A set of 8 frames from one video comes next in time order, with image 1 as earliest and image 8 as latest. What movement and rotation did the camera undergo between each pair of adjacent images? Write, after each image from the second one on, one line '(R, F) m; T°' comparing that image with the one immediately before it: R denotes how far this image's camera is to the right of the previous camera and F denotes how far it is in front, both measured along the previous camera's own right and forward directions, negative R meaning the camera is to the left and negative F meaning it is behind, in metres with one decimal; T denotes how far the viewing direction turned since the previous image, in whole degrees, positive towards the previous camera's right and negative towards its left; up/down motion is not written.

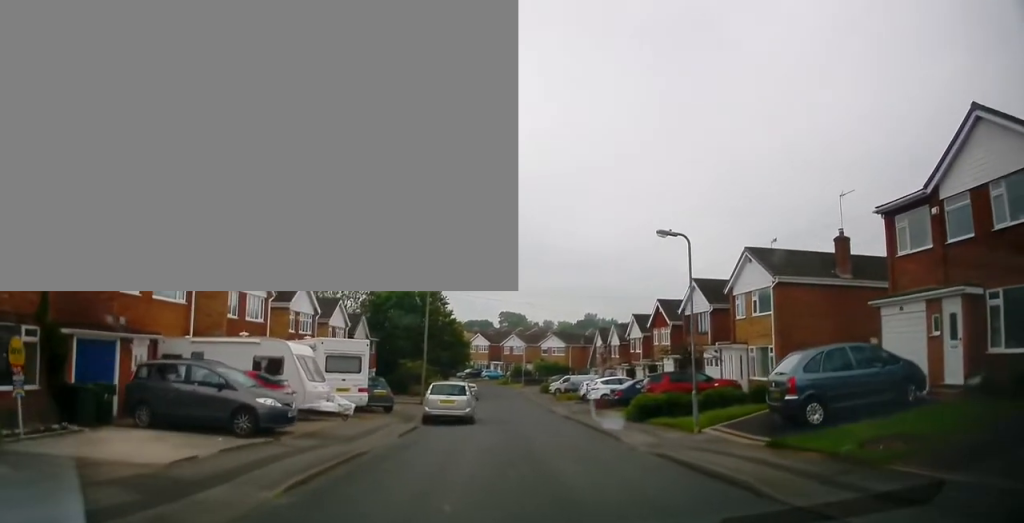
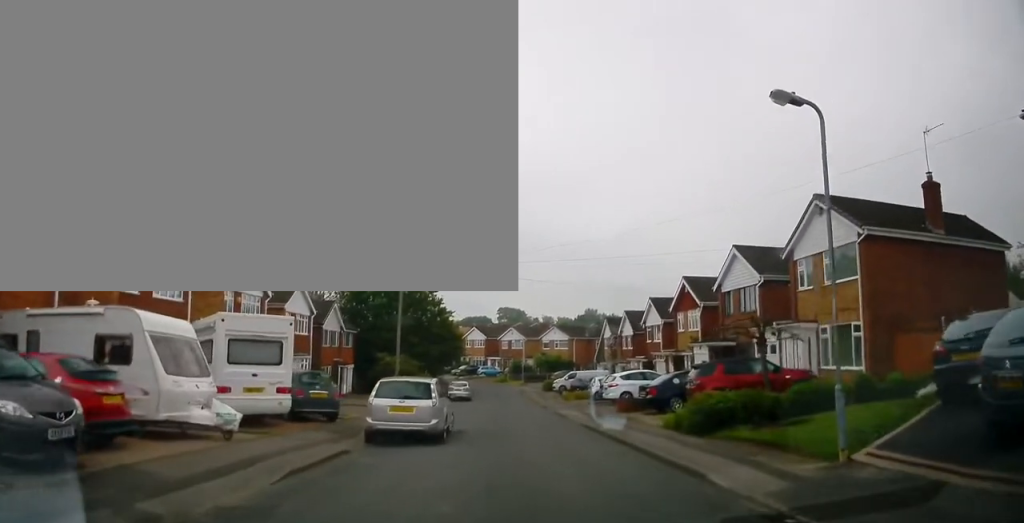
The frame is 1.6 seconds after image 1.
(+0.1, +7.4) m; -1°
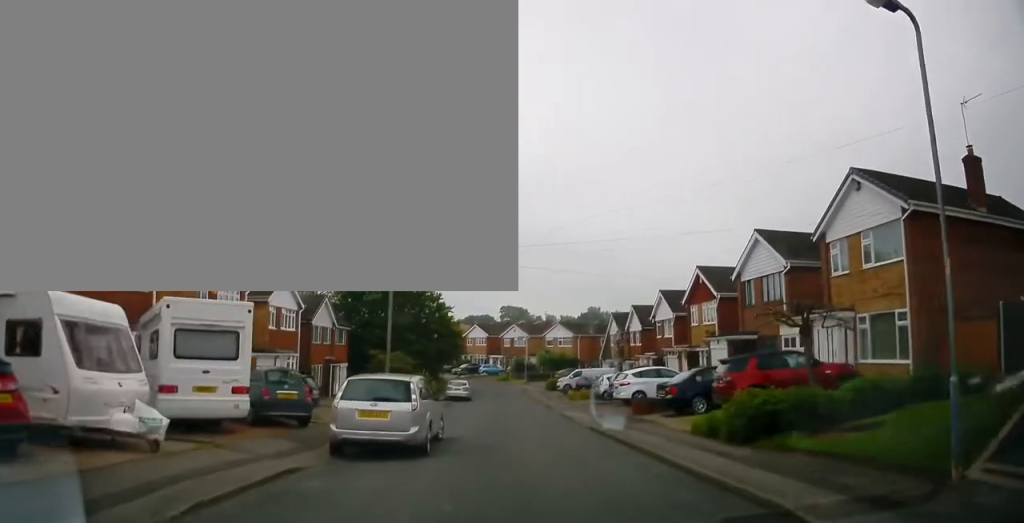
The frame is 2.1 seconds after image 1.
(-0.1, +2.5) m; -1°
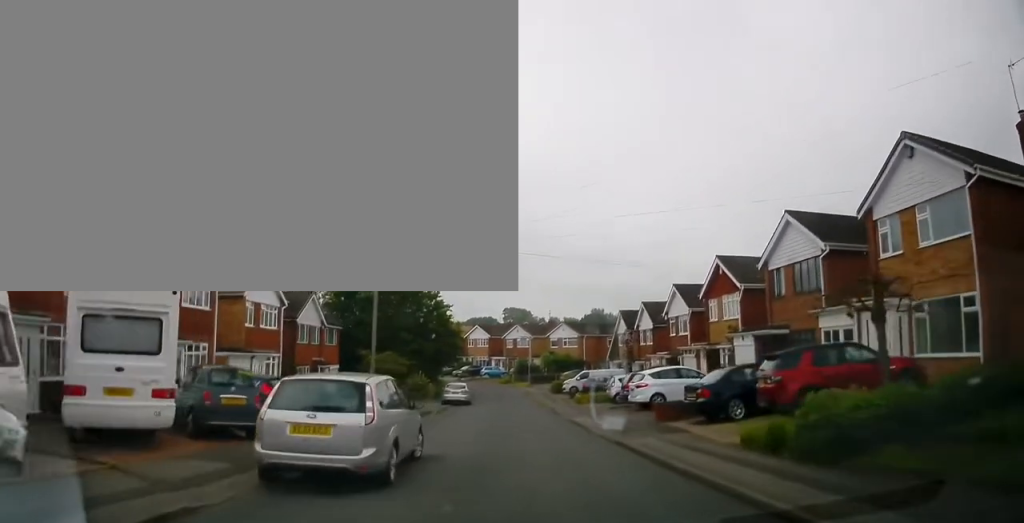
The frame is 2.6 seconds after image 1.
(+0.1, +3.1) m; 0°
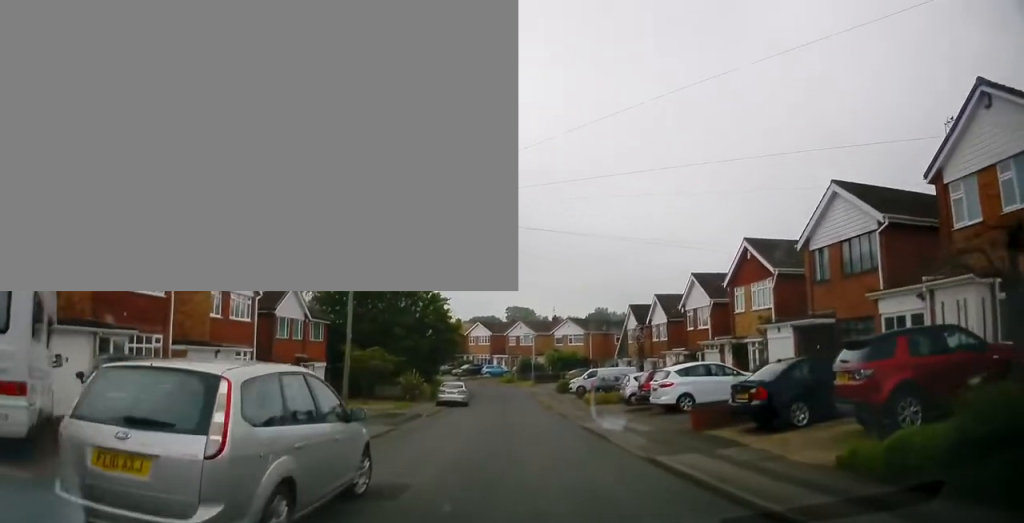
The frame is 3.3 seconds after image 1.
(+0.1, +3.6) m; 0°
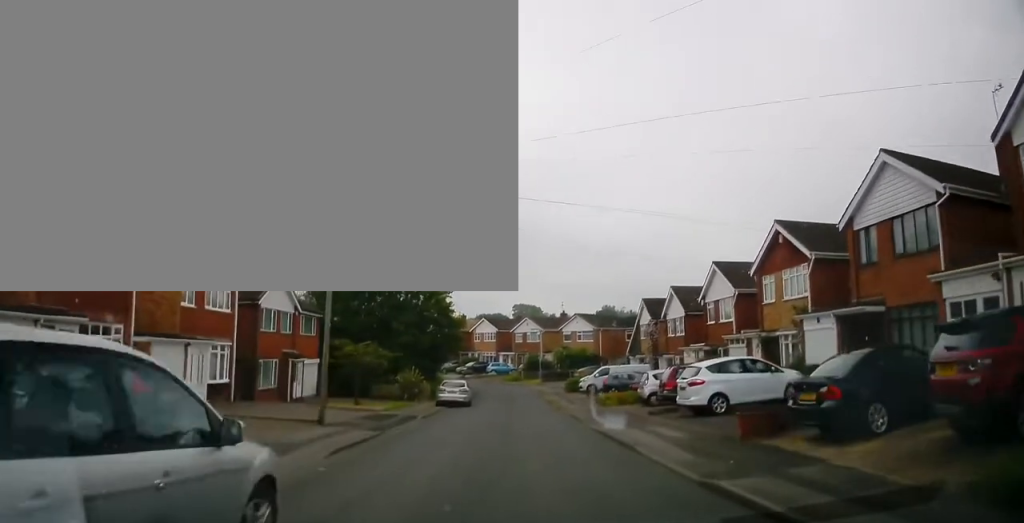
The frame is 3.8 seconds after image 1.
(0.0, +3.1) m; 0°
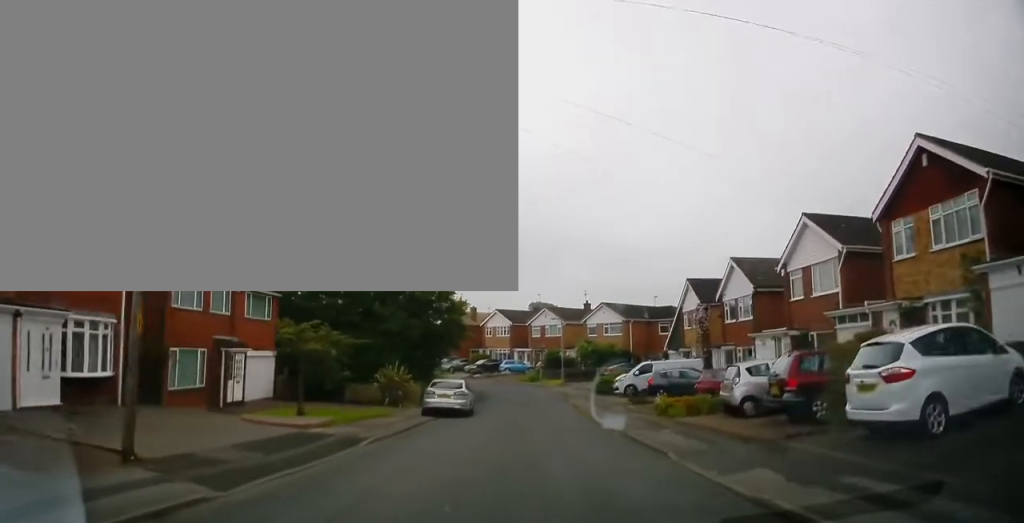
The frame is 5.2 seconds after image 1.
(-0.1, +9.2) m; 0°
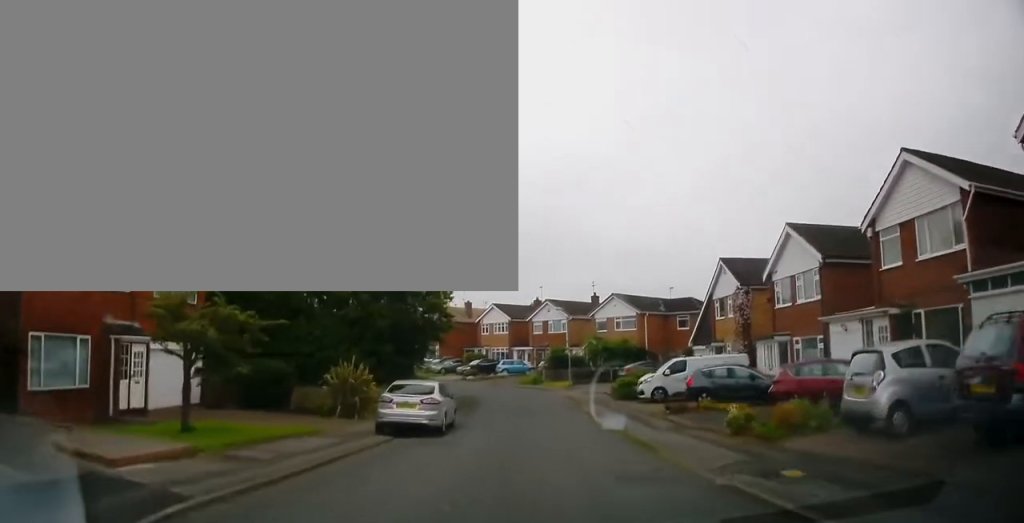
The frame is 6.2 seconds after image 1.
(+0.1, +7.0) m; -1°
